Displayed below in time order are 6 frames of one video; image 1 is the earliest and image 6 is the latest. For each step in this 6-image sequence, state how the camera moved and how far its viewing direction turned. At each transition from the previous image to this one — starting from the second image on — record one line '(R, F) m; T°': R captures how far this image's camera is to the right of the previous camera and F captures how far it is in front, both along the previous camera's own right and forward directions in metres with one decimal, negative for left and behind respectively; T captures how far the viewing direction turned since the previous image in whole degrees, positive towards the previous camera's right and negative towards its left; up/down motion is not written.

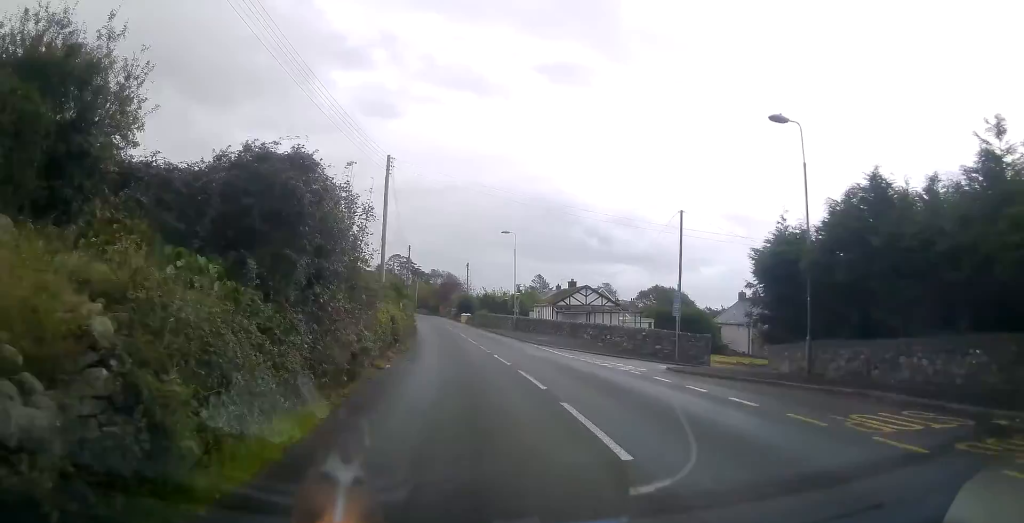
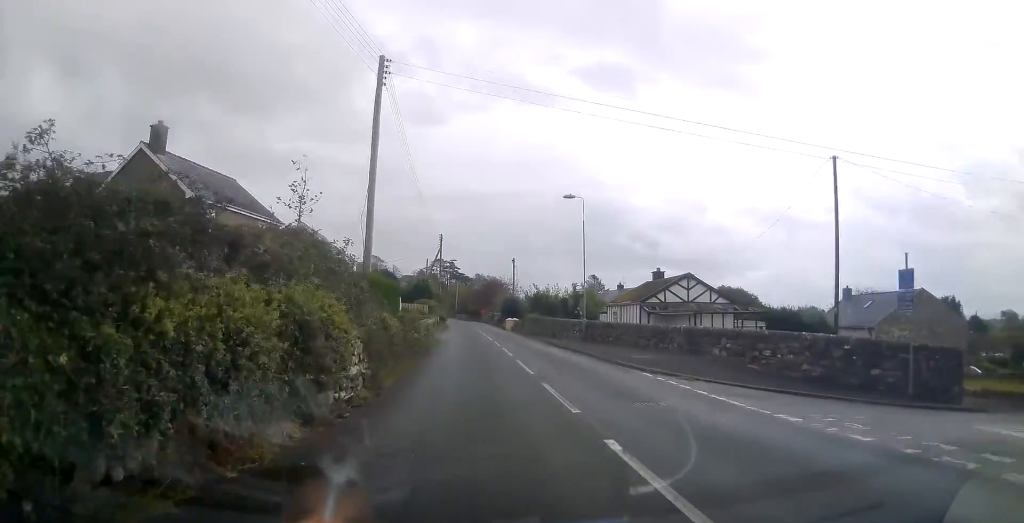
(-0.5, +14.6) m; -4°
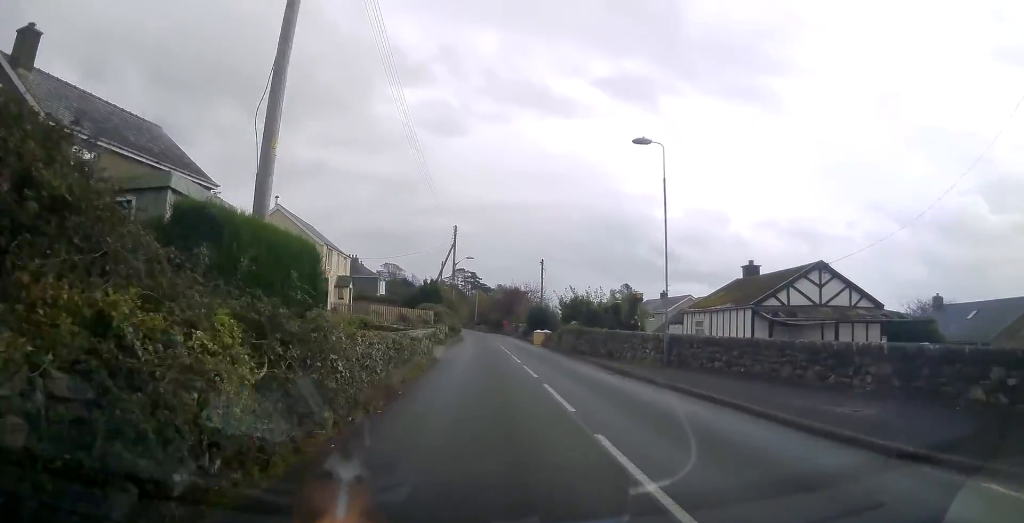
(-0.3, +11.3) m; -2°
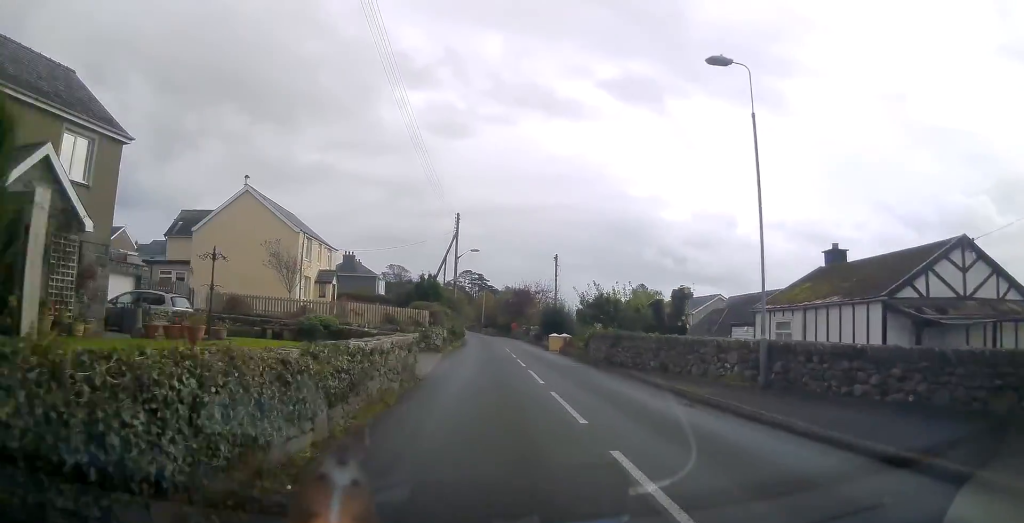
(0.0, +6.8) m; -1°
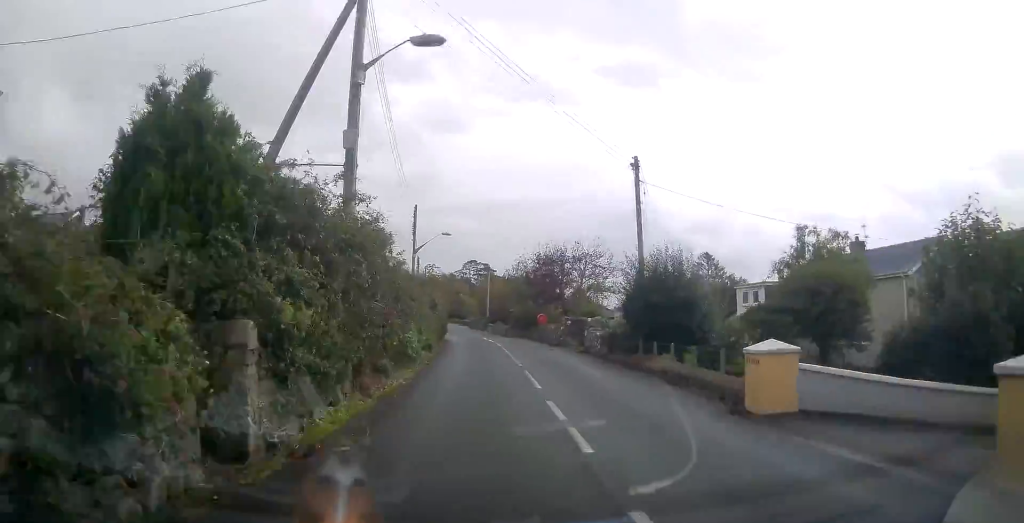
(-0.7, +32.1) m; -2°
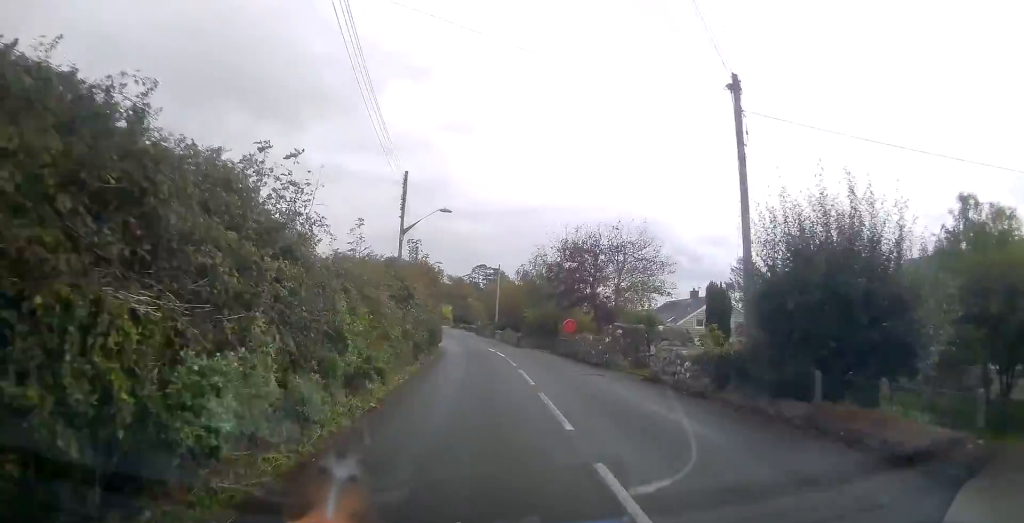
(-0.1, +10.2) m; -1°
